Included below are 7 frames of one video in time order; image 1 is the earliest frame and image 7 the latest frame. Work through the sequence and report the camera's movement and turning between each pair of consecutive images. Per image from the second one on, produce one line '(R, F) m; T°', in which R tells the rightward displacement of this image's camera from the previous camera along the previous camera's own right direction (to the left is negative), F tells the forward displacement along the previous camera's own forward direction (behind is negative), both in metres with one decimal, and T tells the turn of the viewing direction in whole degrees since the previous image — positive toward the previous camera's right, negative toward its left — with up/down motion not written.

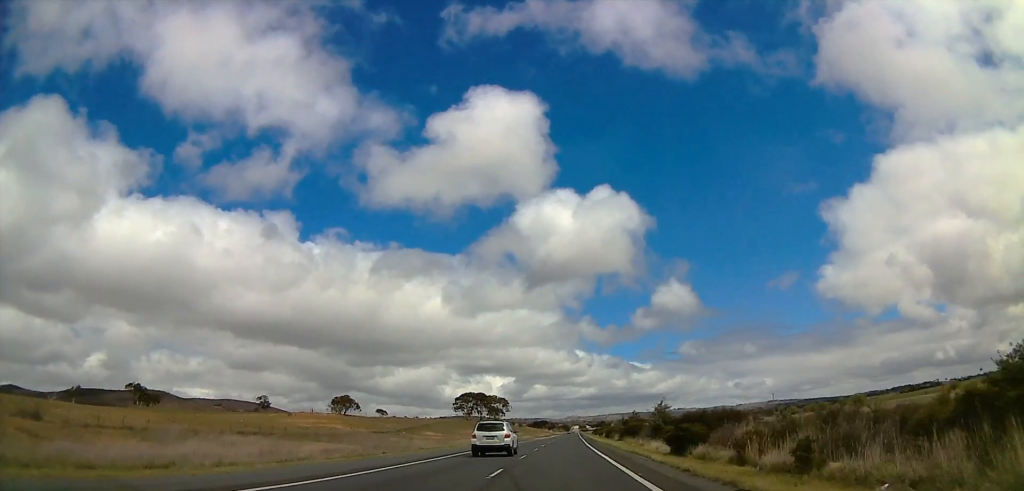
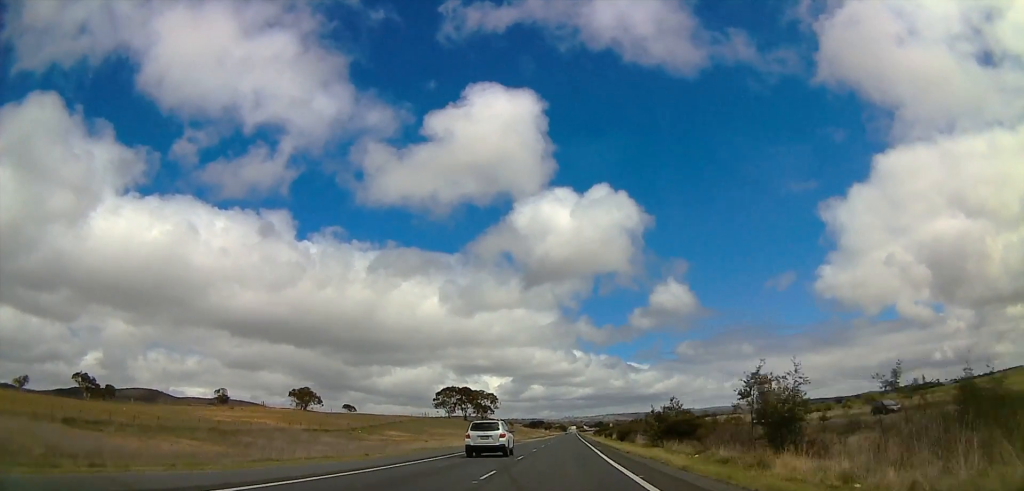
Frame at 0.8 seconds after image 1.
(-0.7, +25.6) m; 0°
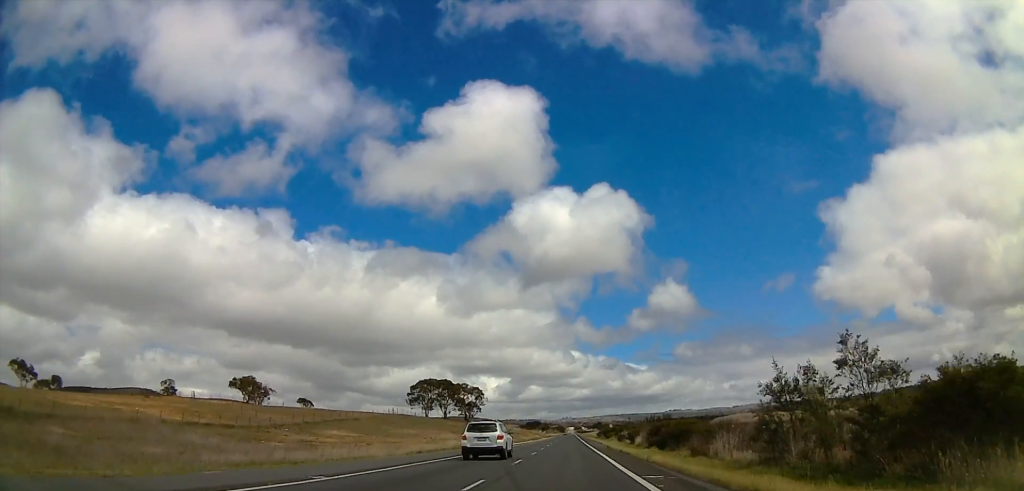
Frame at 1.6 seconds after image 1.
(0.0, +26.5) m; +1°
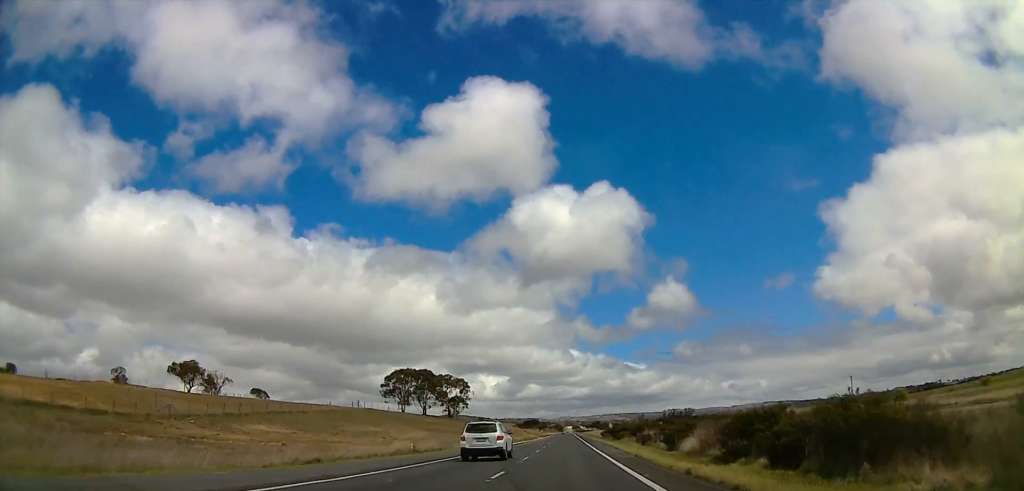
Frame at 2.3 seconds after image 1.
(+0.5, +20.1) m; +1°
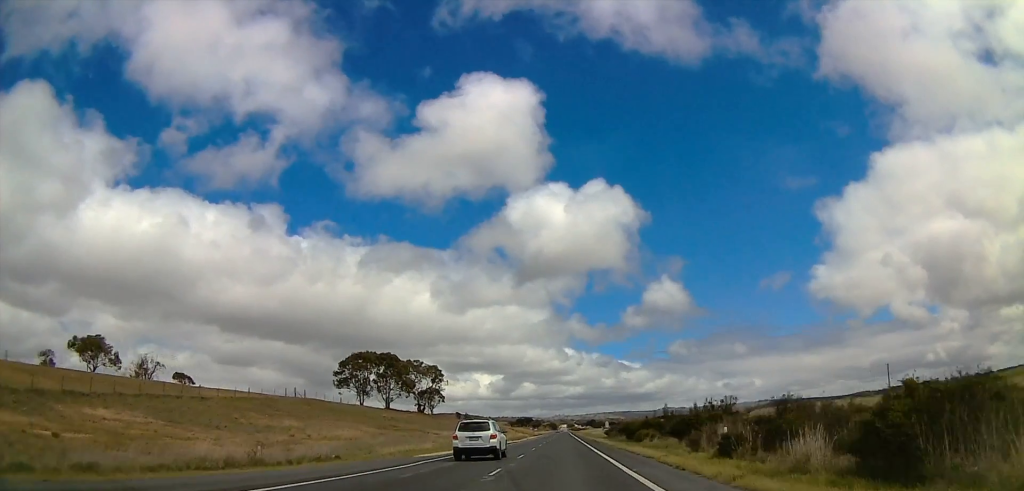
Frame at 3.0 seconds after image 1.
(0.0, +23.3) m; 0°
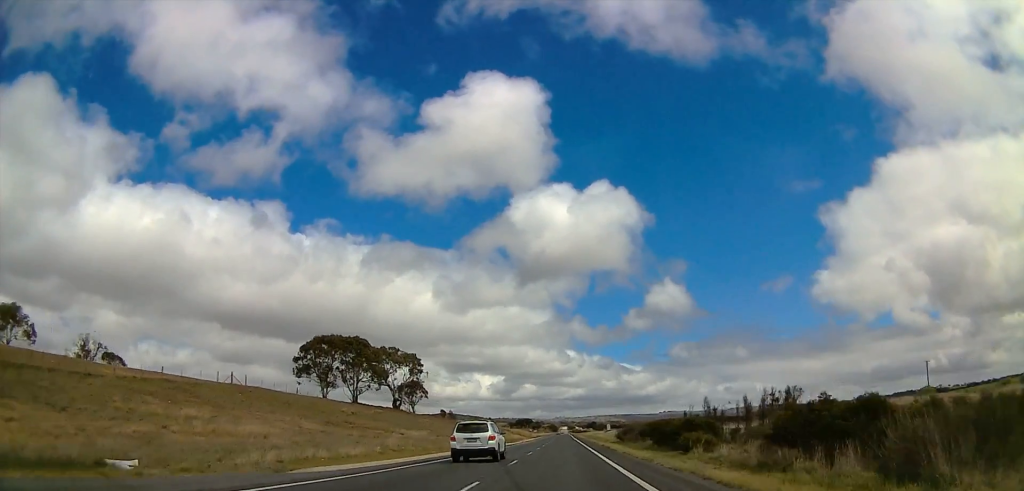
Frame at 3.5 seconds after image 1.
(0.0, +16.9) m; 0°
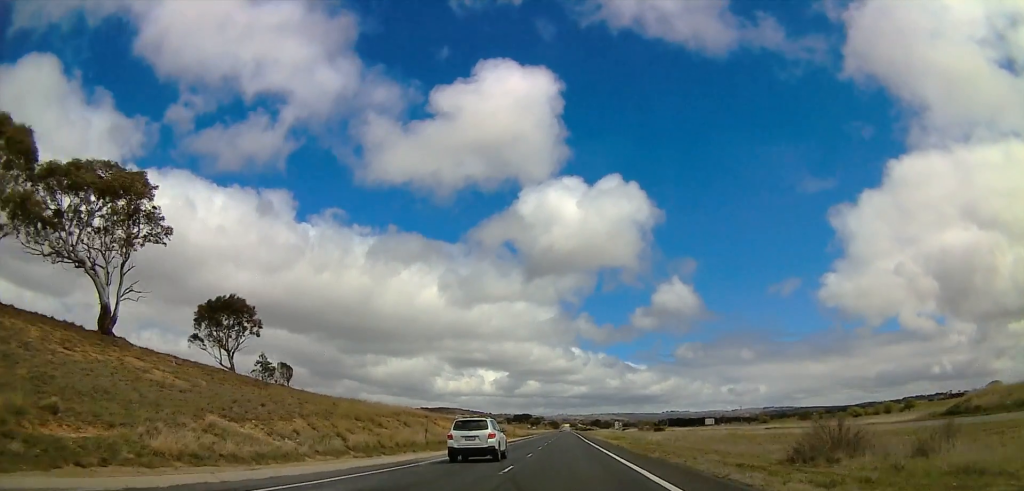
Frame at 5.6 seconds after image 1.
(0.0, +65.4) m; 0°
